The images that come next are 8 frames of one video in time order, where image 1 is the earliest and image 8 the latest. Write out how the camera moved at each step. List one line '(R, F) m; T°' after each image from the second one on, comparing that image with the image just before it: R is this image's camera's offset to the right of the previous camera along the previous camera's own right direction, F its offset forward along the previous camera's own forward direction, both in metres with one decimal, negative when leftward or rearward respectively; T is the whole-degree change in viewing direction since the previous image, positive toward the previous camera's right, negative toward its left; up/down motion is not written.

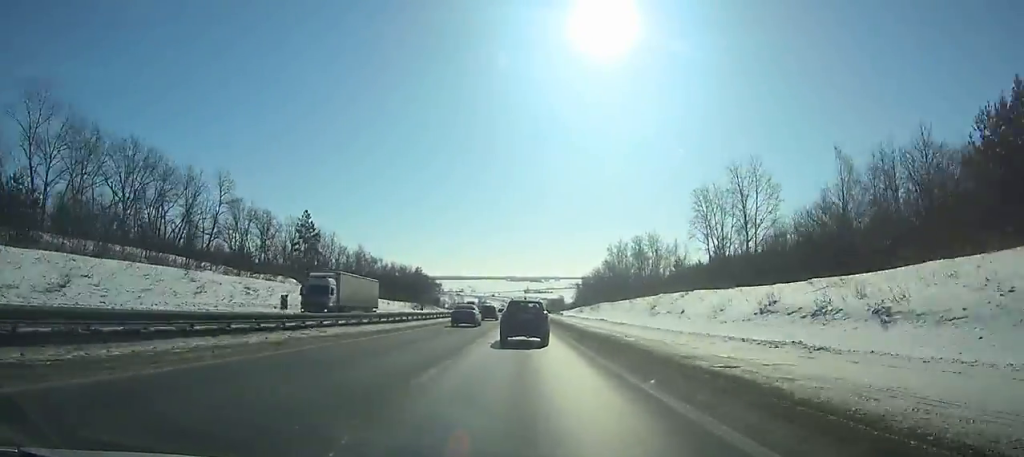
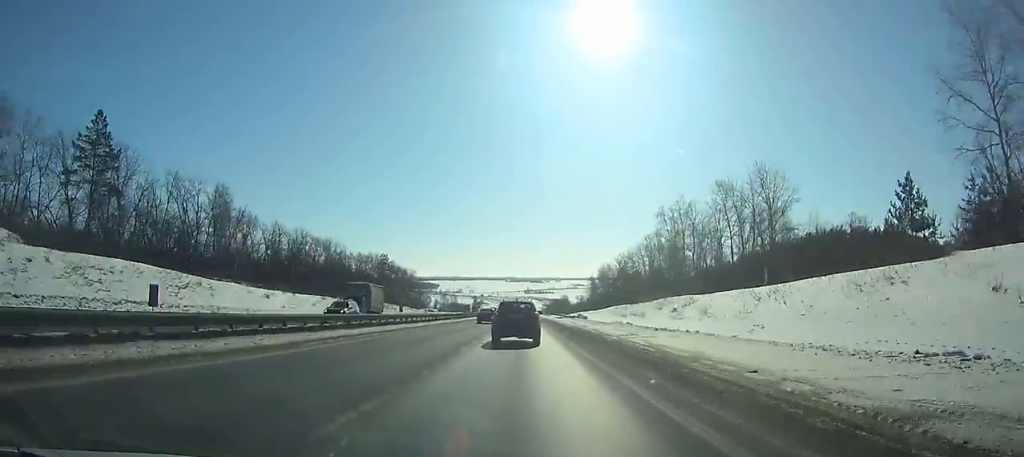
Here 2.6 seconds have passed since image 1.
(+0.6, +62.2) m; +1°
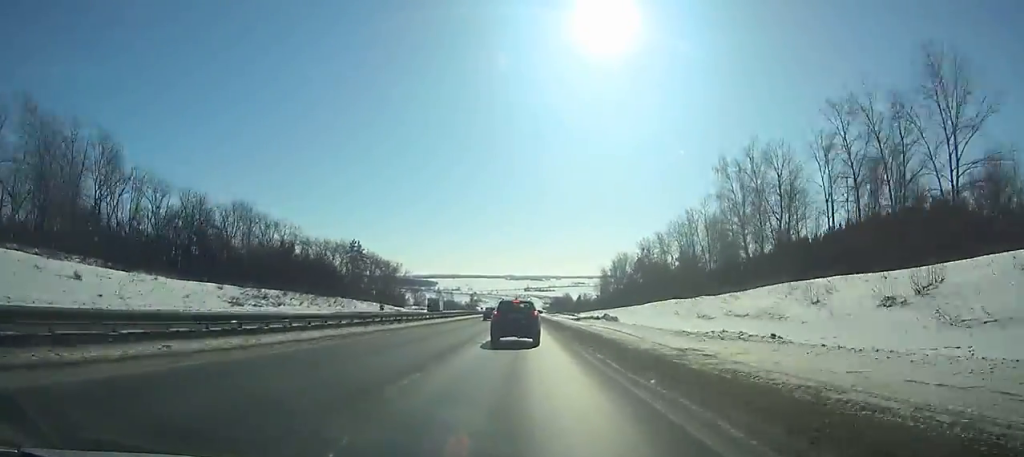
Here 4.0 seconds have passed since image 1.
(+0.1, +33.7) m; 0°
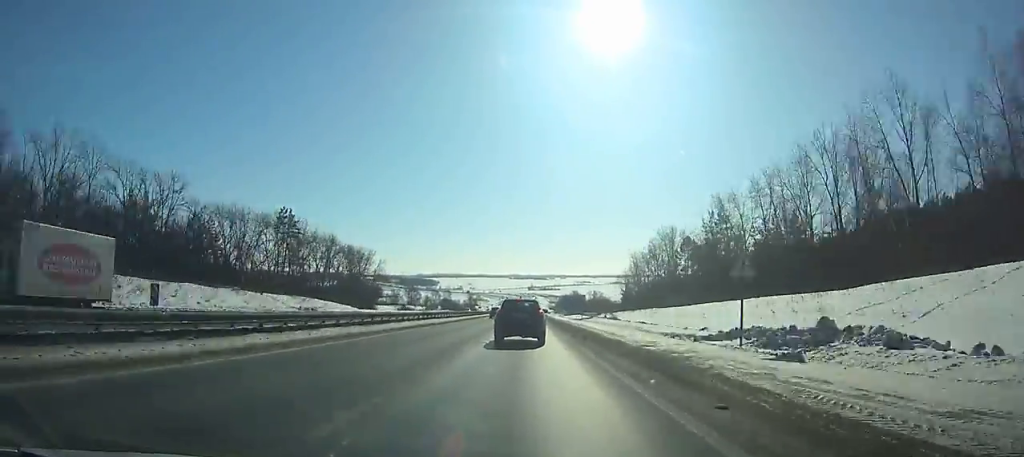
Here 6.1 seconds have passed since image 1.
(0.0, +50.5) m; 0°
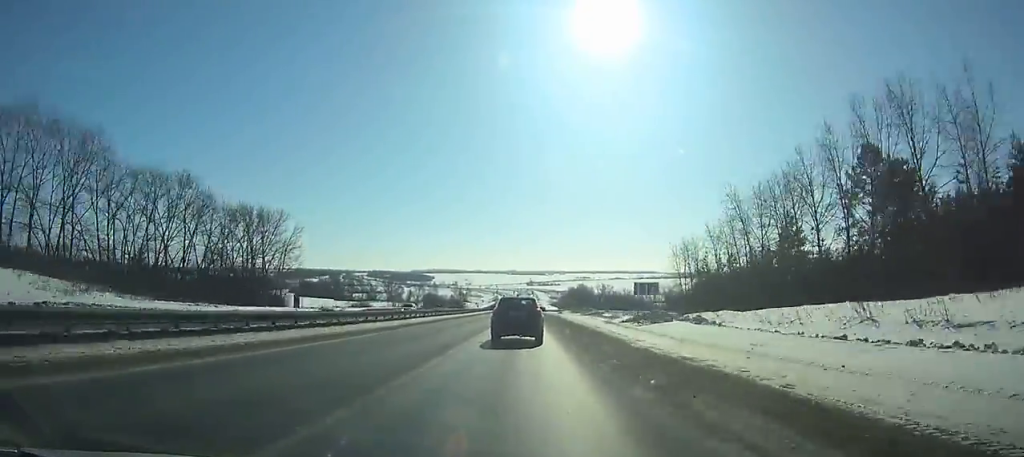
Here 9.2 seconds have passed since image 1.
(0.0, +74.4) m; 0°
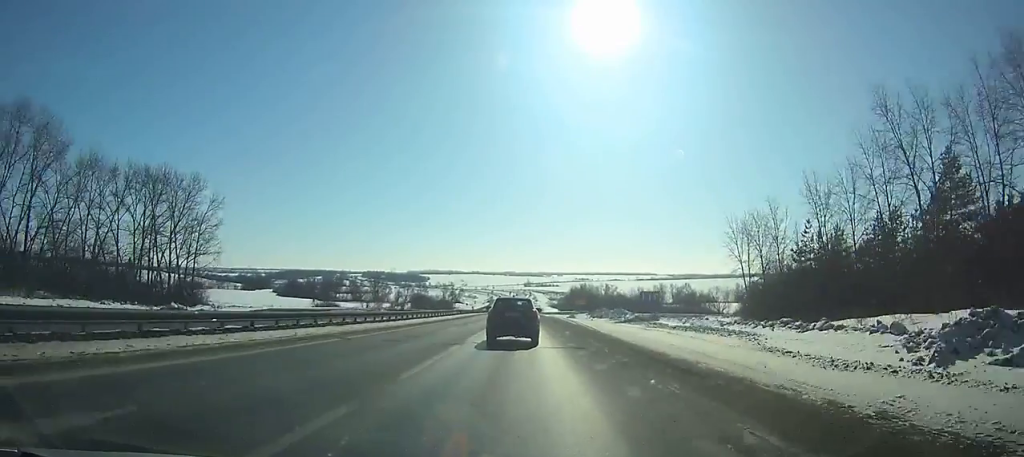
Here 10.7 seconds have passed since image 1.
(-0.1, +35.6) m; 0°
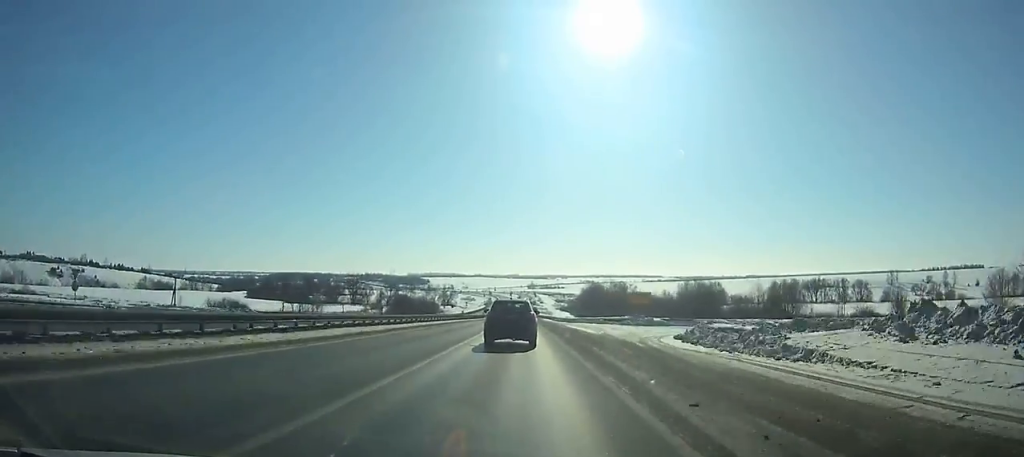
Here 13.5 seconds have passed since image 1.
(-0.1, +66.2) m; 0°
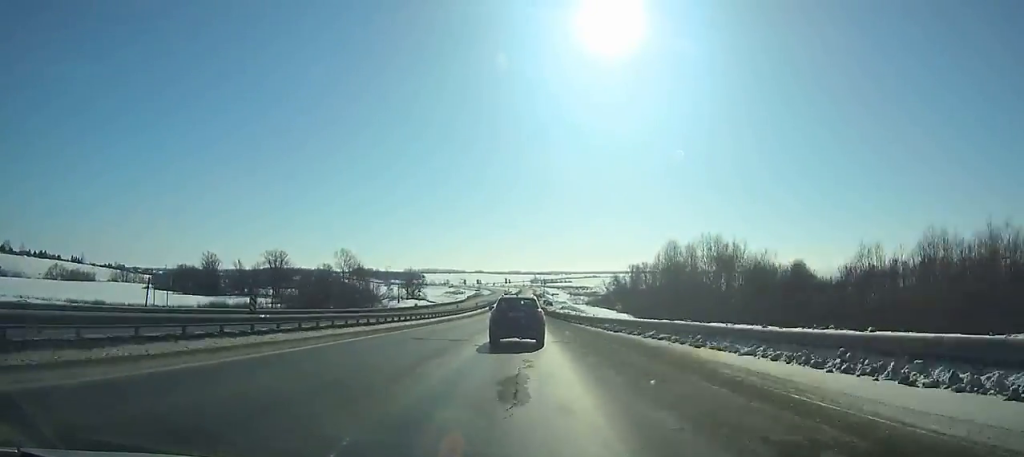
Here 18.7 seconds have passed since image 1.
(-0.4, +121.6) m; 0°
